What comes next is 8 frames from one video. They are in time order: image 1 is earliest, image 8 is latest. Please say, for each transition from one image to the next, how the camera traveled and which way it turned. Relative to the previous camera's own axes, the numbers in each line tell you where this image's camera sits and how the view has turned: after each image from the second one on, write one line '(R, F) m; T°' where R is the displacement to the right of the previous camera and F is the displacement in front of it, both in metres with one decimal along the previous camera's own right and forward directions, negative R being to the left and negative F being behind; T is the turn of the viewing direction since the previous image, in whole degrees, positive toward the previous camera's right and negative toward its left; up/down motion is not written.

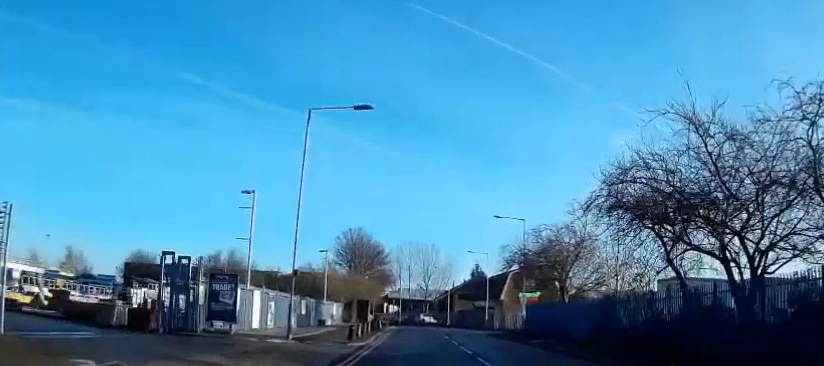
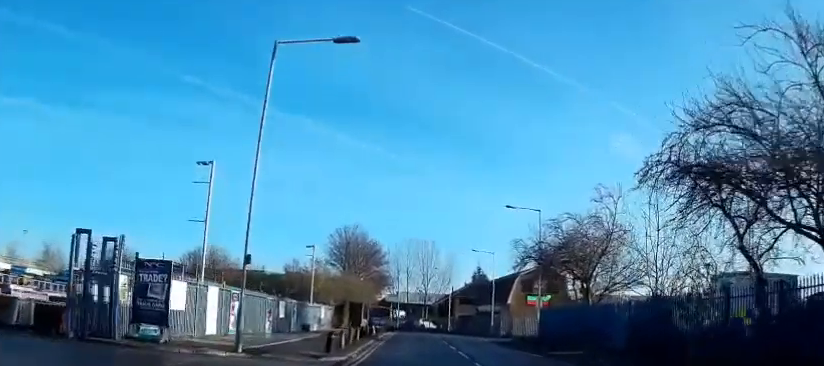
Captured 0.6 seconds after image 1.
(+0.2, +6.0) m; +1°
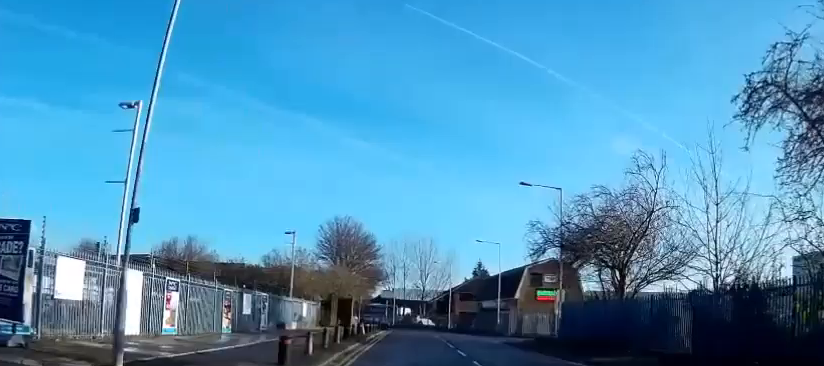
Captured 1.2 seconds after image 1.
(+0.1, +6.4) m; +1°
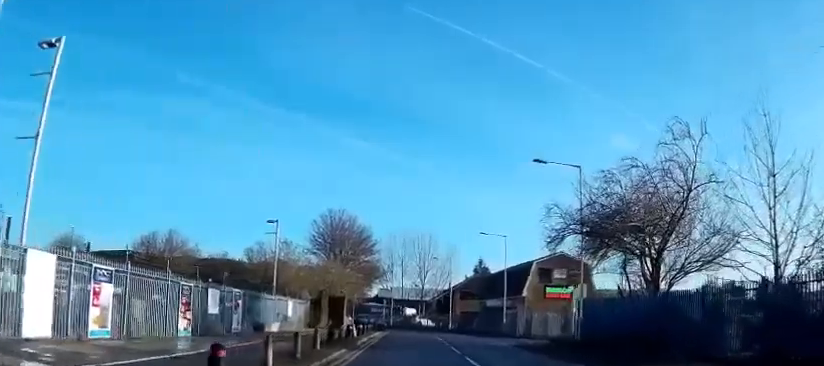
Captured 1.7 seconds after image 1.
(0.0, +4.4) m; 0°
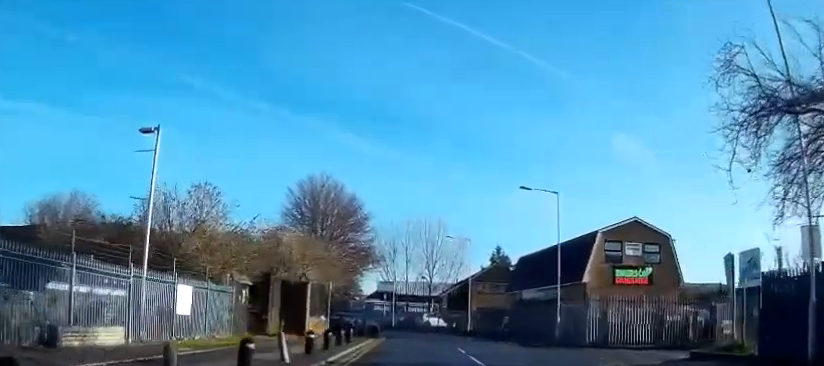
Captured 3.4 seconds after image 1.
(0.0, +17.3) m; +2°
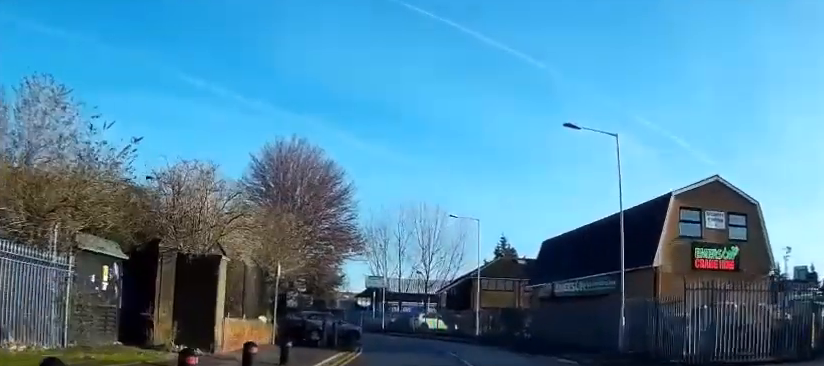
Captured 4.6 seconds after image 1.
(+0.4, +11.4) m; -2°
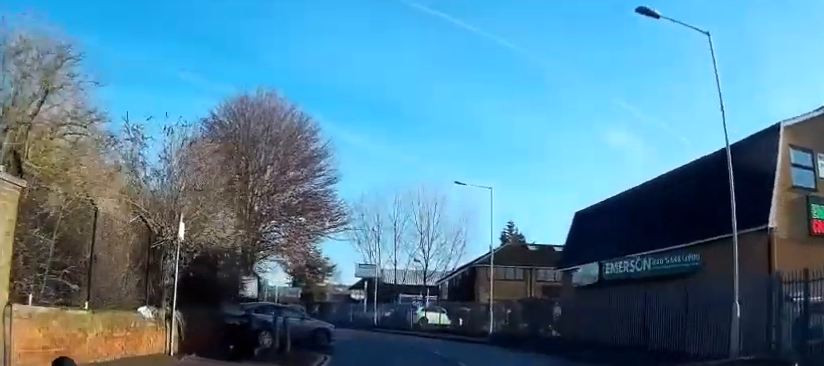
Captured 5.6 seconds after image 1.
(-0.8, +8.5) m; -10°
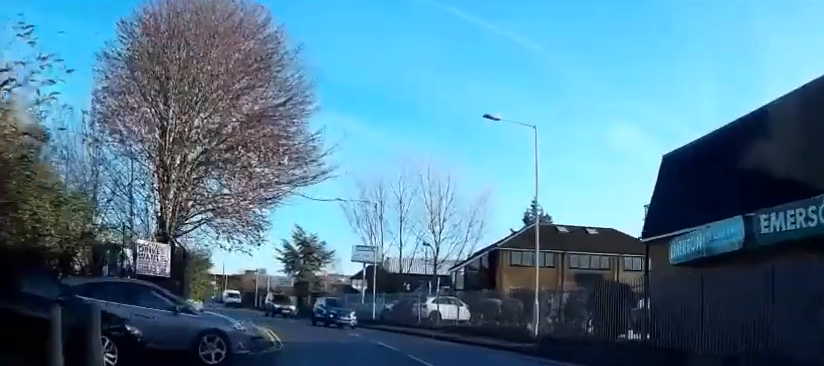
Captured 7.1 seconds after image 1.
(-1.1, +11.9) m; -6°
